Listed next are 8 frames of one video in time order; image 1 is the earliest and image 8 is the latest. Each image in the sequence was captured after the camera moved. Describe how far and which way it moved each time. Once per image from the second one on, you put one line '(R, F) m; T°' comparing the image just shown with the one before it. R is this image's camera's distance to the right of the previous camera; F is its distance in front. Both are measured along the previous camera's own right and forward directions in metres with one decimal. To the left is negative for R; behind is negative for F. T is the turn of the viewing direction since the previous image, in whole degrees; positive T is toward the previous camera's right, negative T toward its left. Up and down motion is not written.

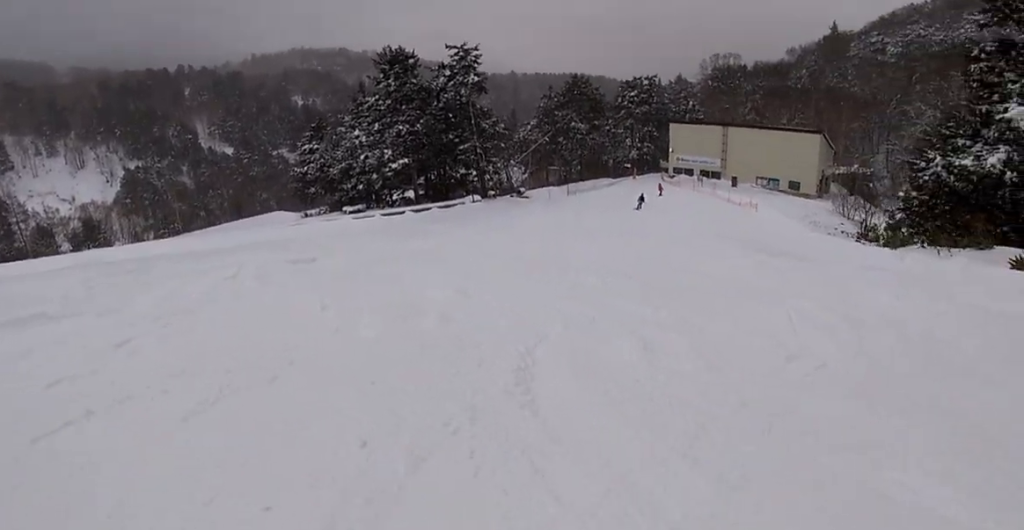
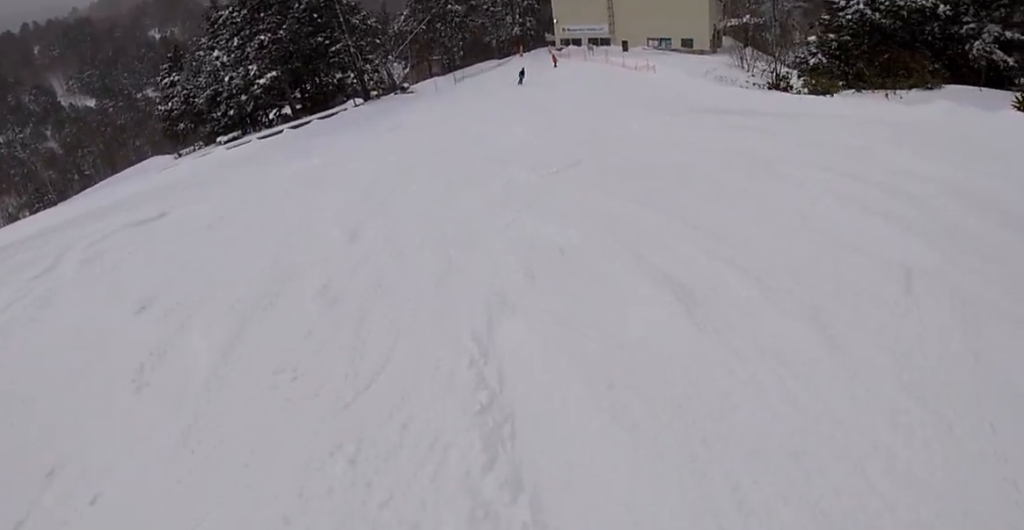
(+0.6, +2.7) m; +17°
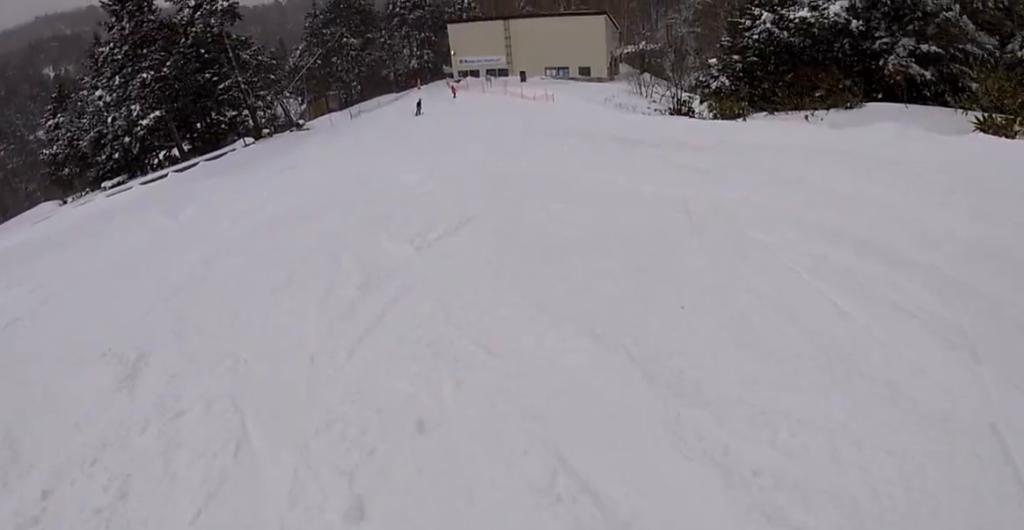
(+0.2, +2.3) m; +8°
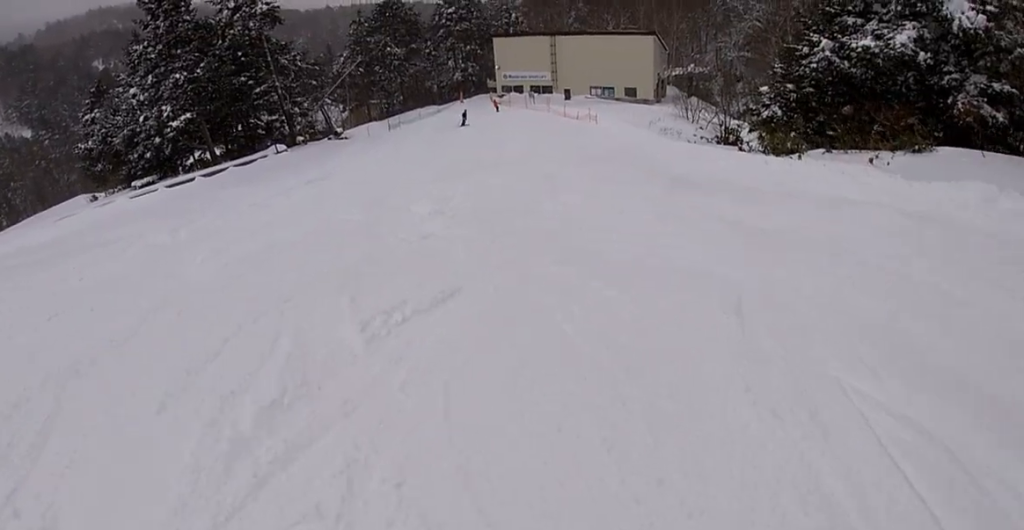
(+0.4, +2.1) m; 0°
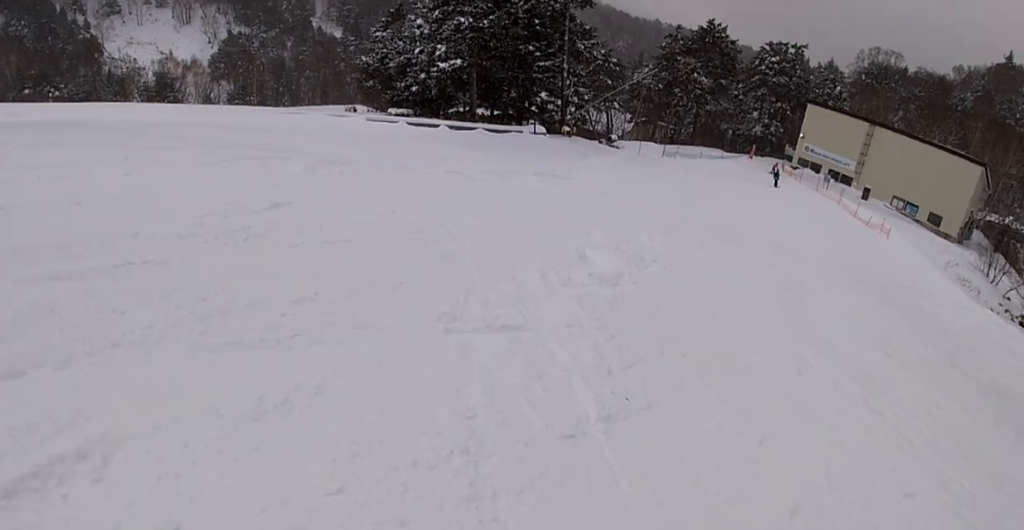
(-0.2, +5.2) m; -12°
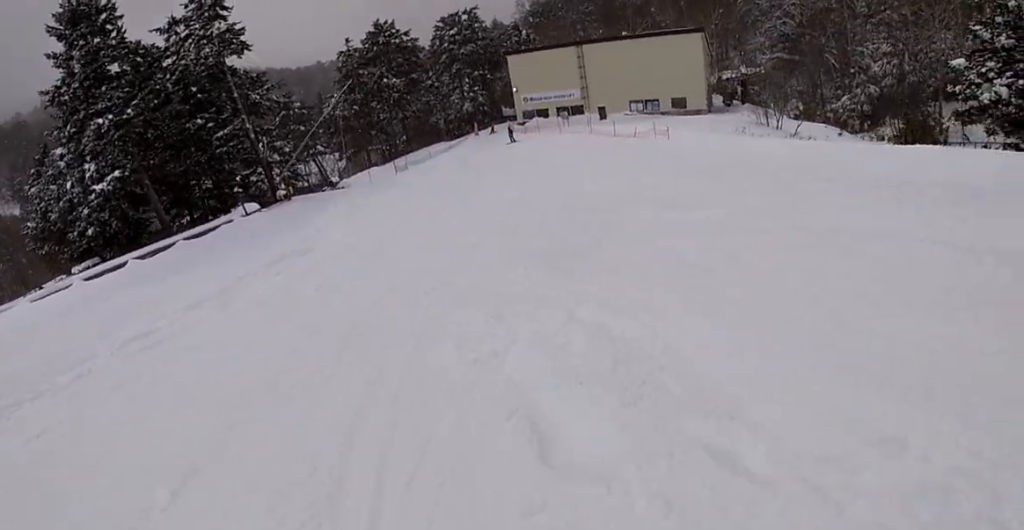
(-0.5, +9.3) m; +7°
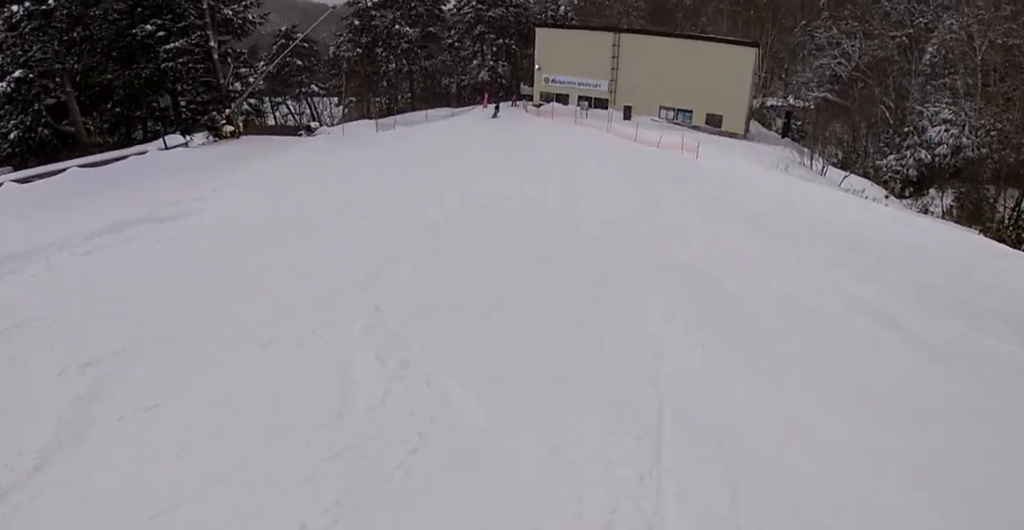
(+0.7, +7.3) m; -1°
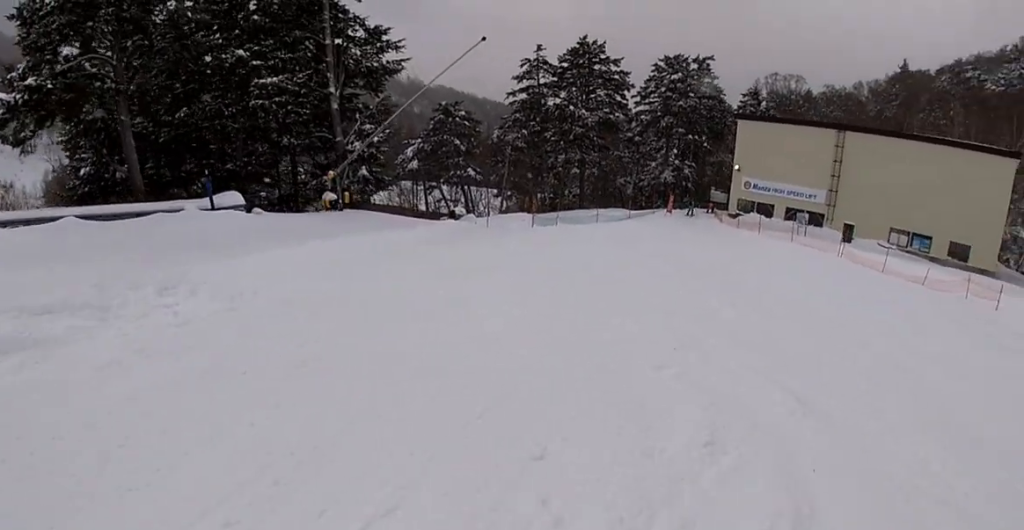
(-1.4, +11.5) m; -4°
